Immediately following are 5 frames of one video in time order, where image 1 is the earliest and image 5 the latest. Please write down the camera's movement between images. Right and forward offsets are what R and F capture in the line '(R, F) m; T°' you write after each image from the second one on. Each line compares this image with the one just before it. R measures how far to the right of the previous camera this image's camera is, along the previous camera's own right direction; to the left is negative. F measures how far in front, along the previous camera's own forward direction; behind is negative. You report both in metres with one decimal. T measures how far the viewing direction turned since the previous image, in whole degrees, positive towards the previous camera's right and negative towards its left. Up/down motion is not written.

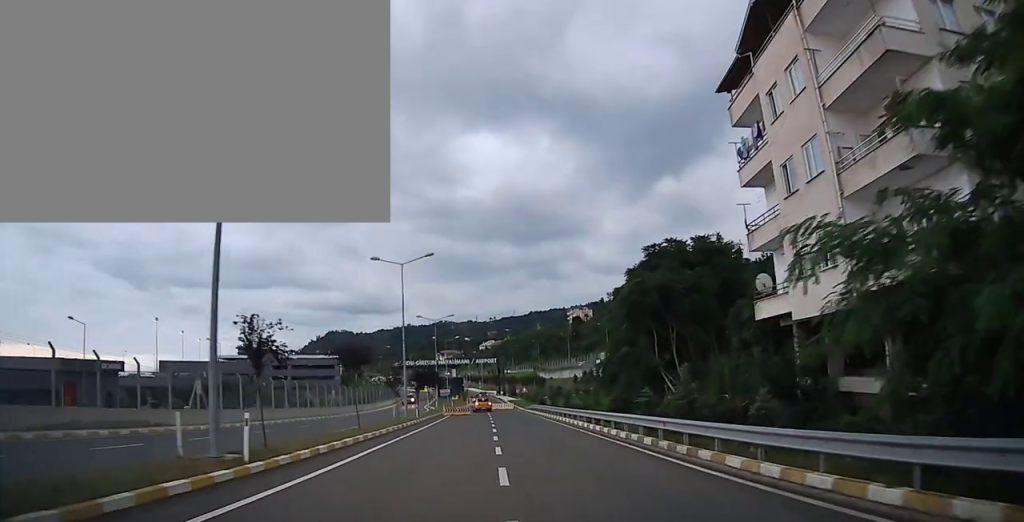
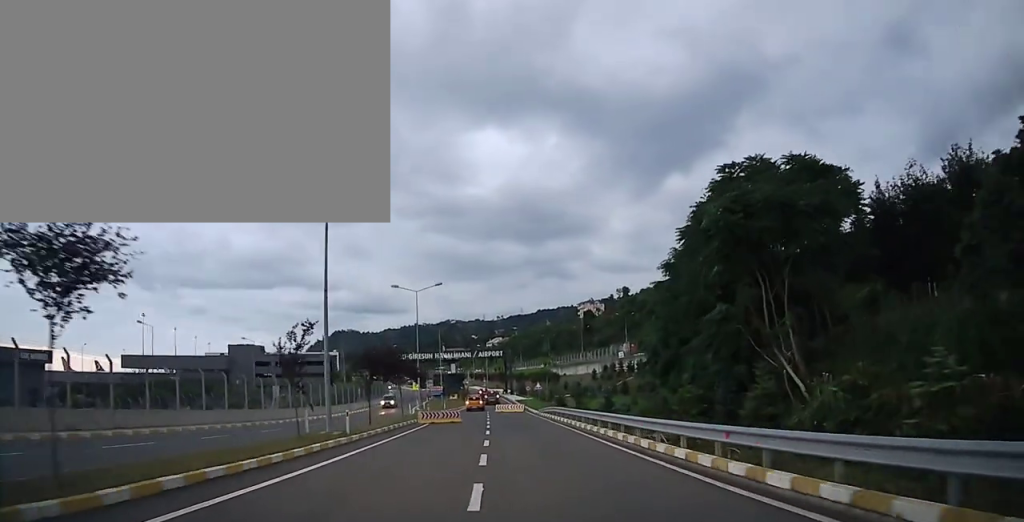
(-0.1, +16.6) m; -1°
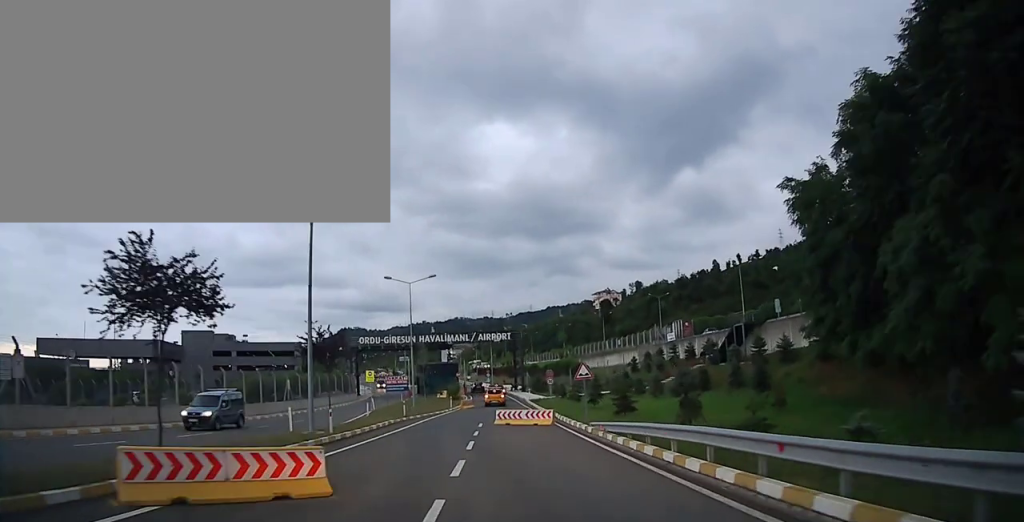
(+0.5, +27.7) m; 0°
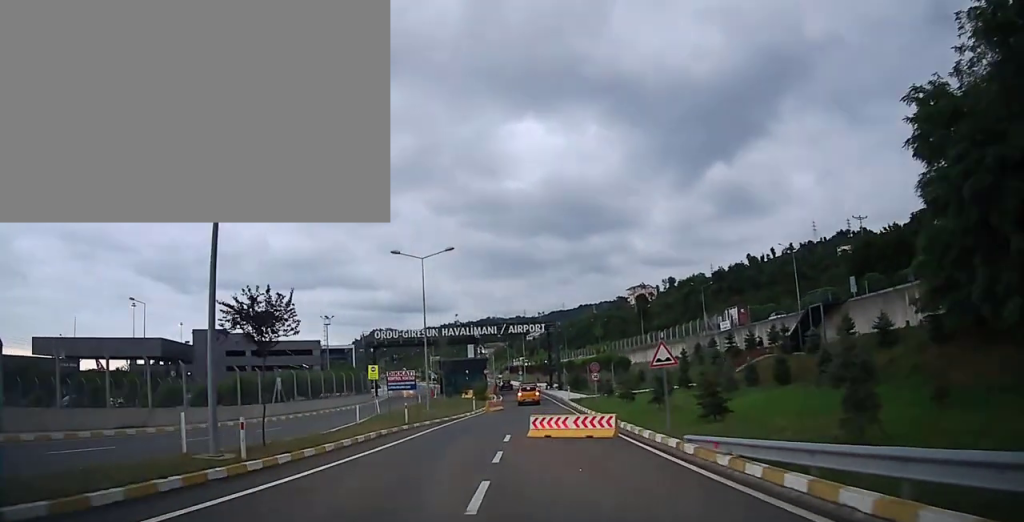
(-0.2, +8.8) m; -3°
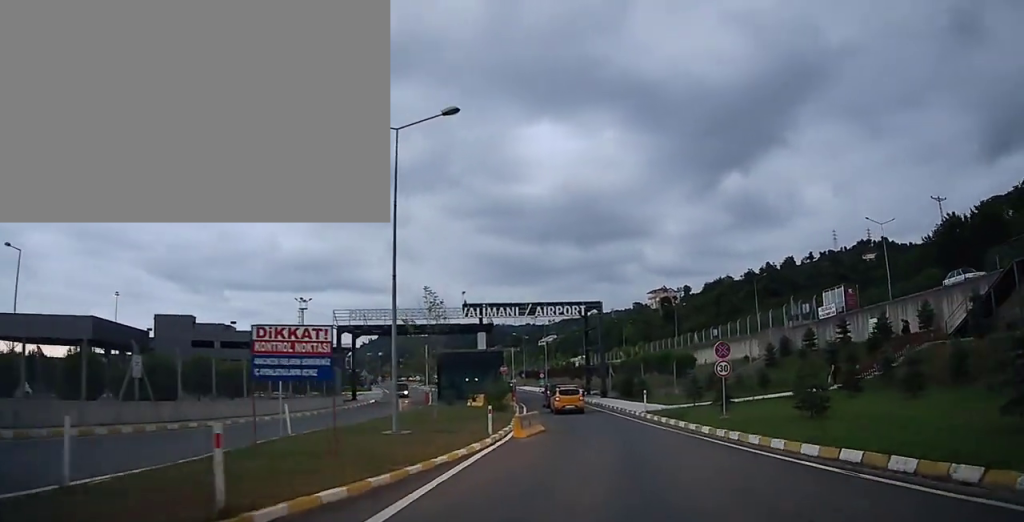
(-0.9, +18.7) m; 0°
